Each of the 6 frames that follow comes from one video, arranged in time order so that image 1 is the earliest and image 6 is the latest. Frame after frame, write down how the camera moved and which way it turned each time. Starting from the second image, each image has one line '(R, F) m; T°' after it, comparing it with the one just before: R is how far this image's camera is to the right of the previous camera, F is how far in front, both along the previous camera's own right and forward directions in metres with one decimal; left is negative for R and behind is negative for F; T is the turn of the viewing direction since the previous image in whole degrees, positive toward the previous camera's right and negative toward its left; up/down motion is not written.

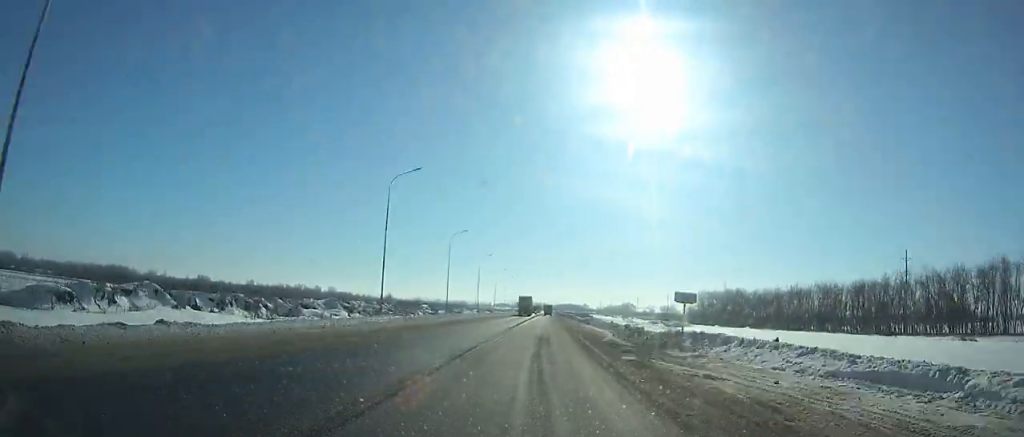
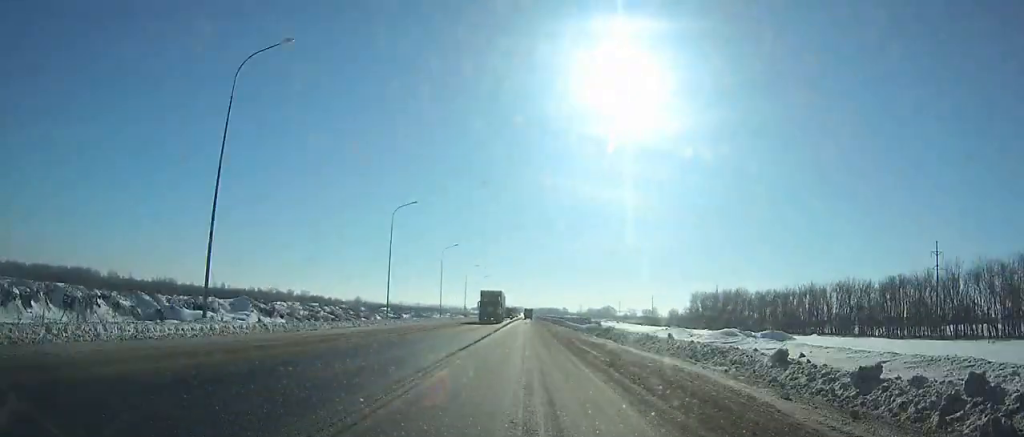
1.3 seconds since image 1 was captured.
(+0.6, +24.1) m; +1°
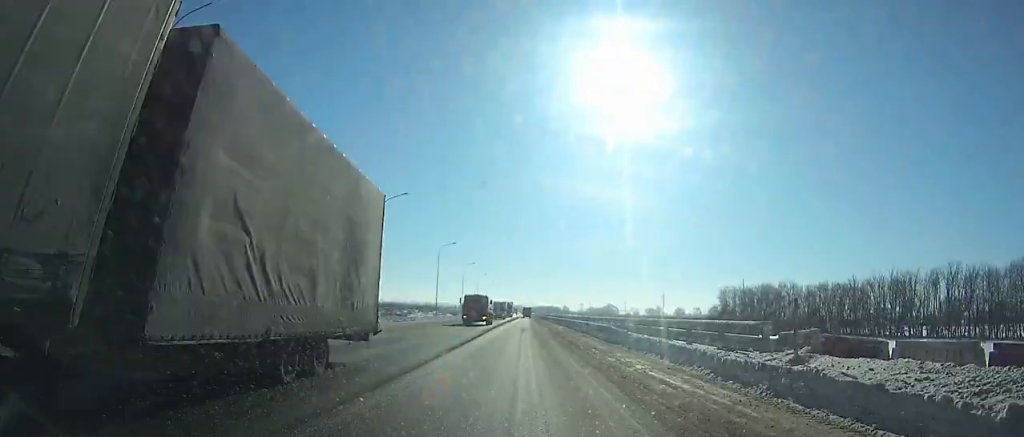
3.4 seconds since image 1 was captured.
(+0.9, +39.4) m; +1°
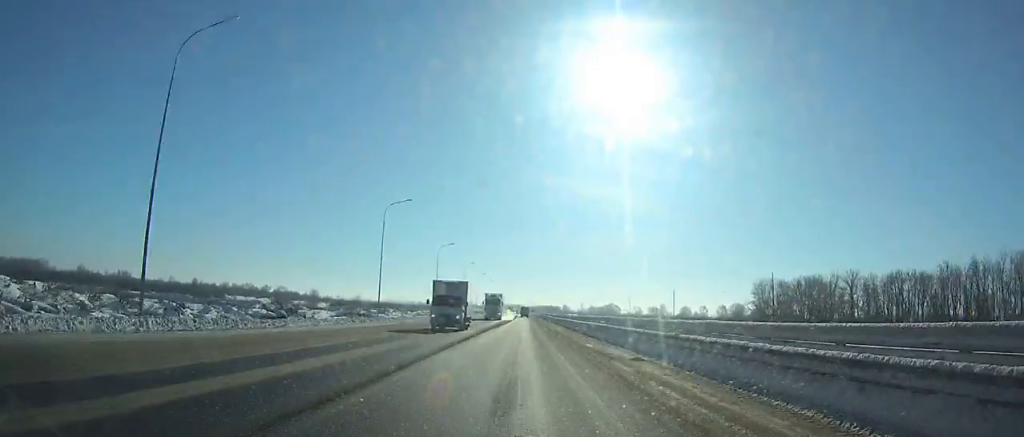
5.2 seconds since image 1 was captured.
(+0.1, +34.9) m; 0°
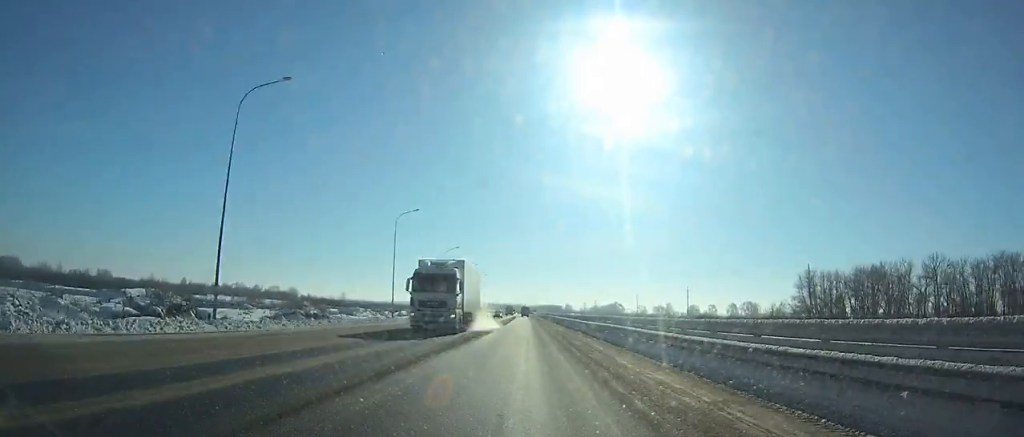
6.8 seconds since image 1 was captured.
(0.0, +30.5) m; 0°
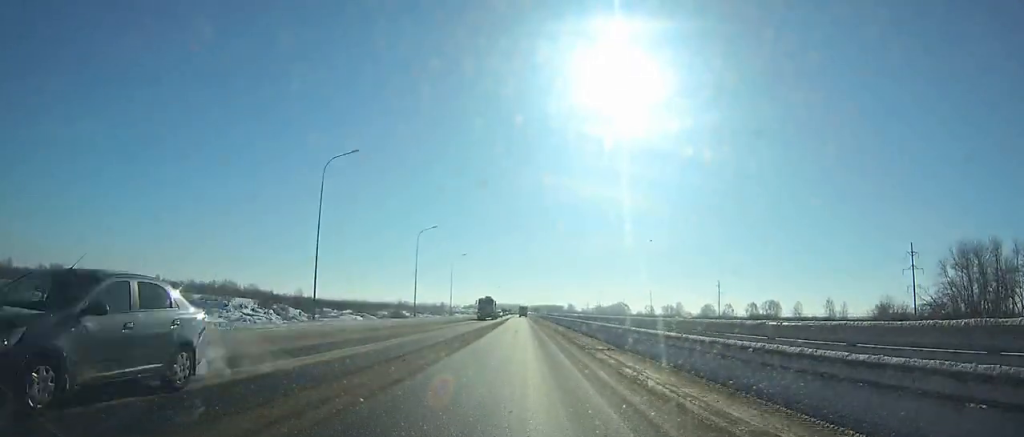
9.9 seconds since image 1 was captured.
(0.0, +56.6) m; 0°
